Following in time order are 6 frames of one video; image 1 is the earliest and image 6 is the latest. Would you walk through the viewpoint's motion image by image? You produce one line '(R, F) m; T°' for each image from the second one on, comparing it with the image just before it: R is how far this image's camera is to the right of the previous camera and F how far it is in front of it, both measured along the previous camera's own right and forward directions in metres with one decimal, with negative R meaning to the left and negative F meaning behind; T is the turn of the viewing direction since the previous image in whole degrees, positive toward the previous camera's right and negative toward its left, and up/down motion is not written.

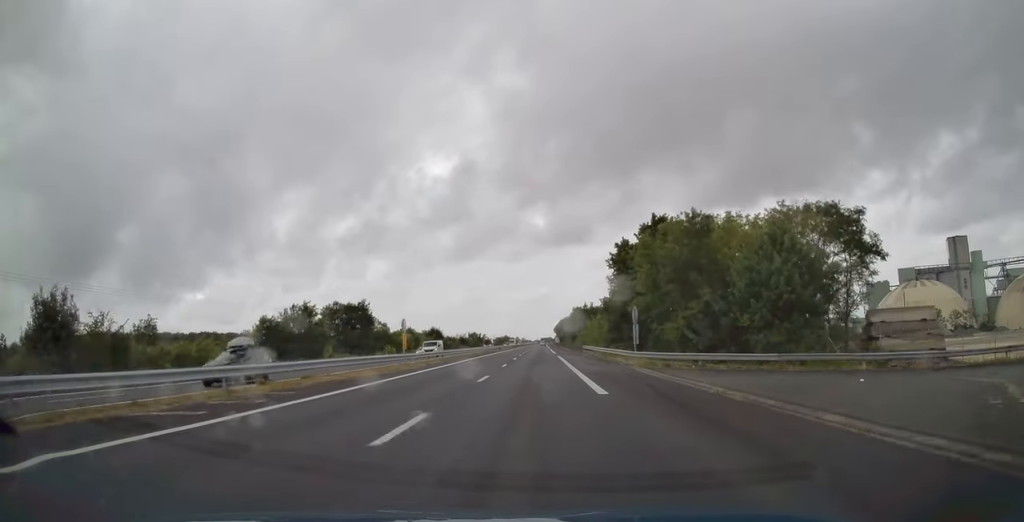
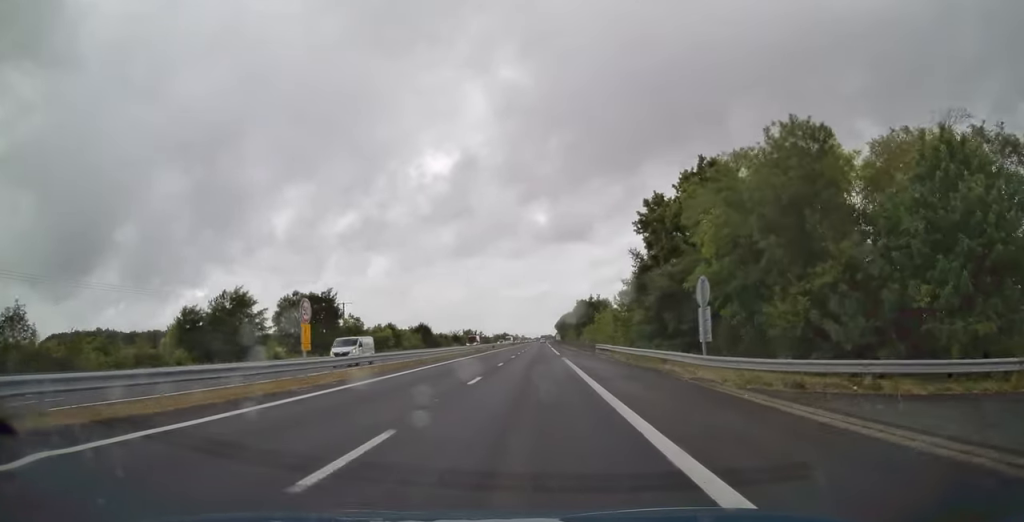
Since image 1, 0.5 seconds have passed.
(0.0, +15.5) m; 0°
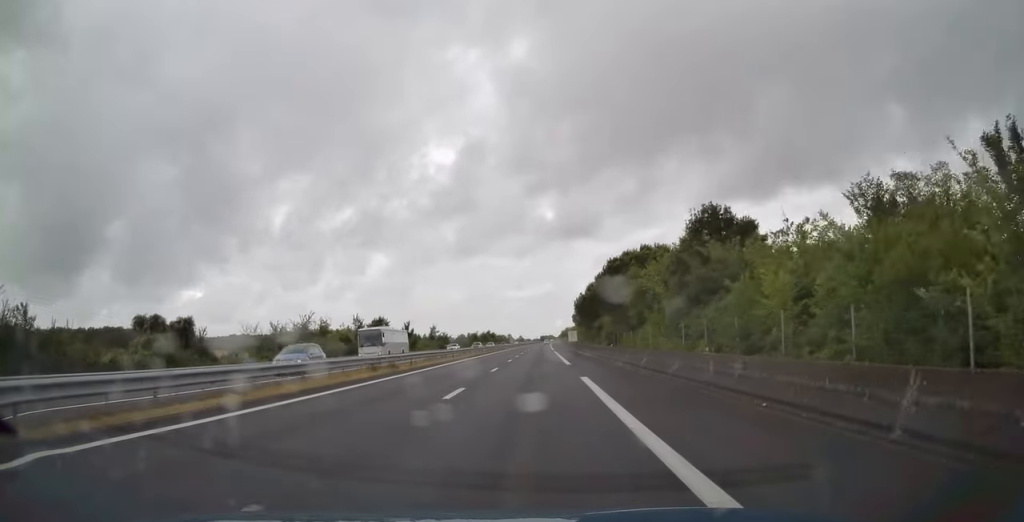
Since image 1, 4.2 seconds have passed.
(-0.2, +121.2) m; 0°
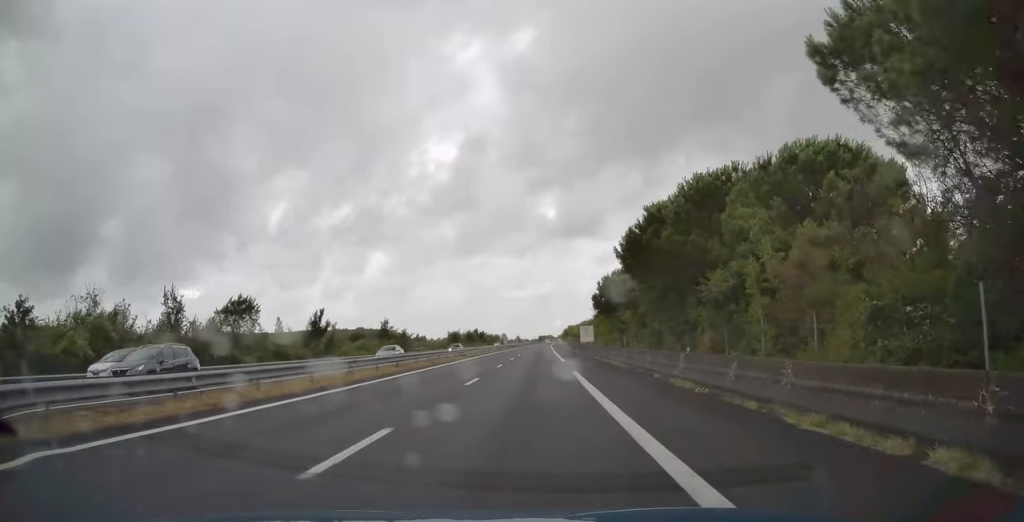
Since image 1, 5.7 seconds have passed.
(0.0, +47.2) m; 0°
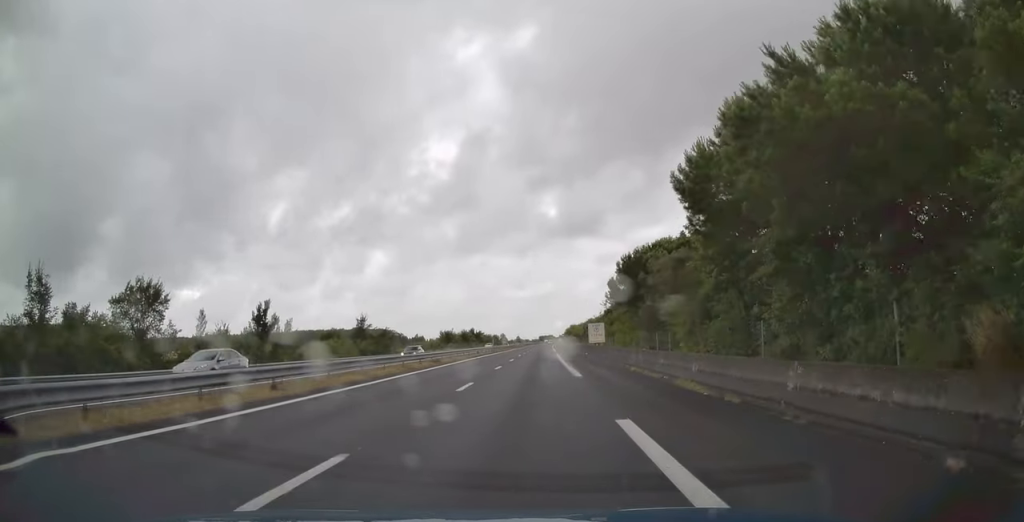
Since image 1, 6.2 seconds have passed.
(0.0, +15.0) m; 0°
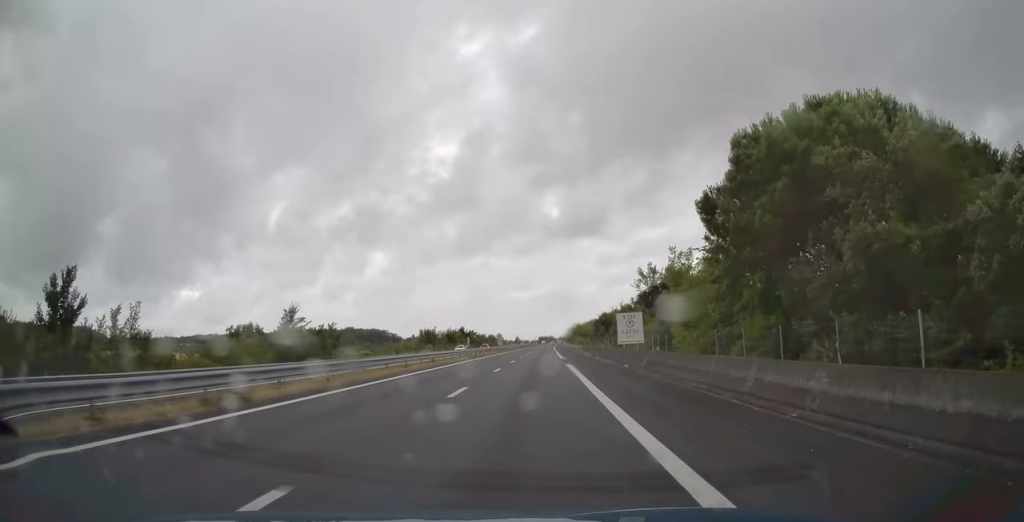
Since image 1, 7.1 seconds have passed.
(0.0, +27.9) m; 0°
